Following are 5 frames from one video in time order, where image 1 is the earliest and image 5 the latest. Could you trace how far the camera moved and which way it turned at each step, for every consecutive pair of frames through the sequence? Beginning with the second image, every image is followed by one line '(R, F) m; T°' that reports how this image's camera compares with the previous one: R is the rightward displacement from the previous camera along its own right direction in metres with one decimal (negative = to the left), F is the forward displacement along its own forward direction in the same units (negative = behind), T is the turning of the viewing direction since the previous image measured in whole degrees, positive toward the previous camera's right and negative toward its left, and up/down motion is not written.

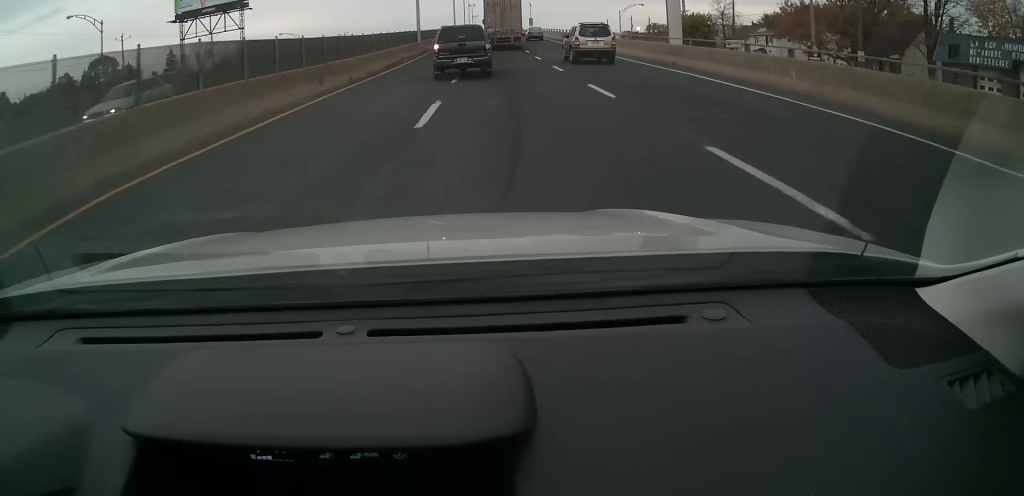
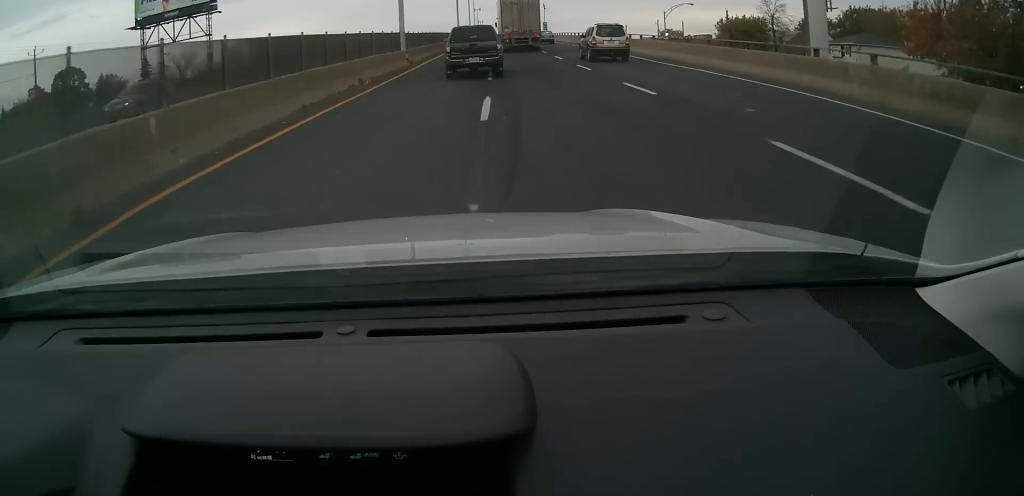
(+0.3, +16.5) m; -1°
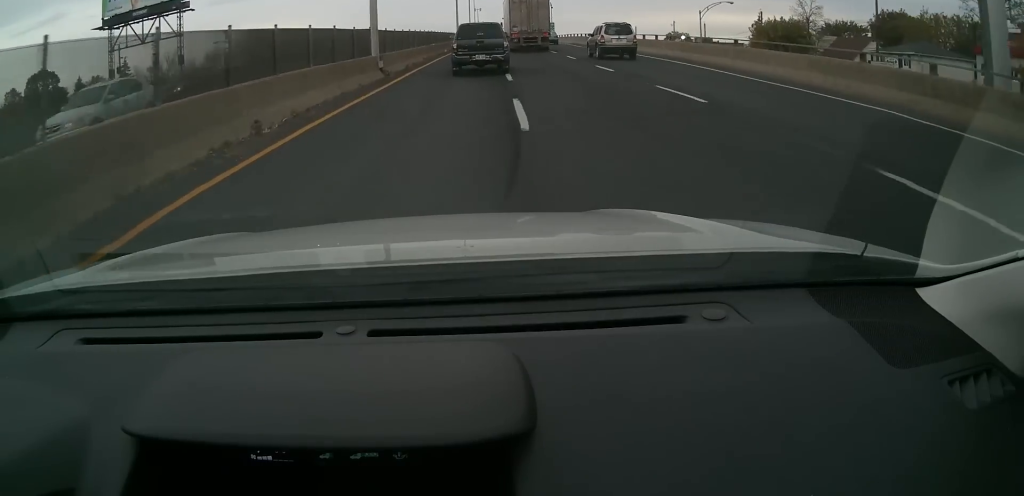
(-0.4, +10.1) m; 0°
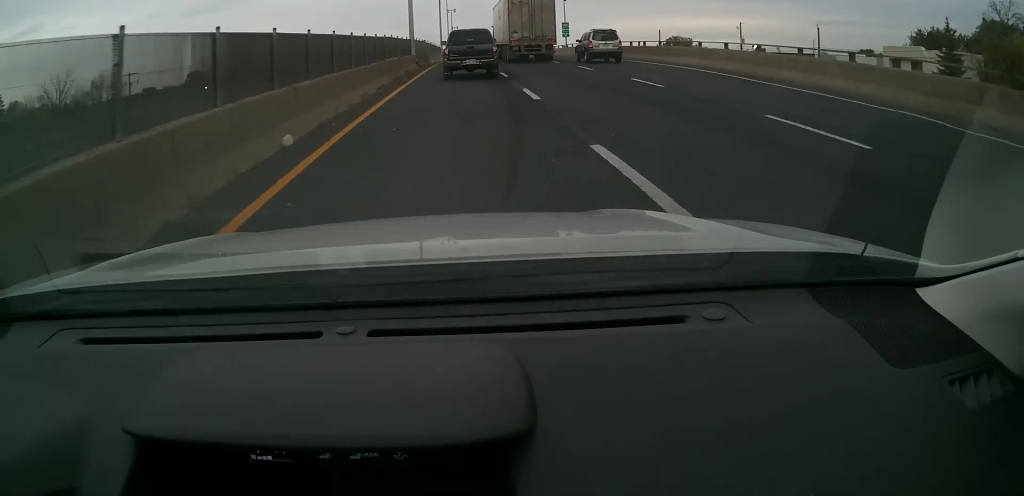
(-0.3, +41.2) m; 0°
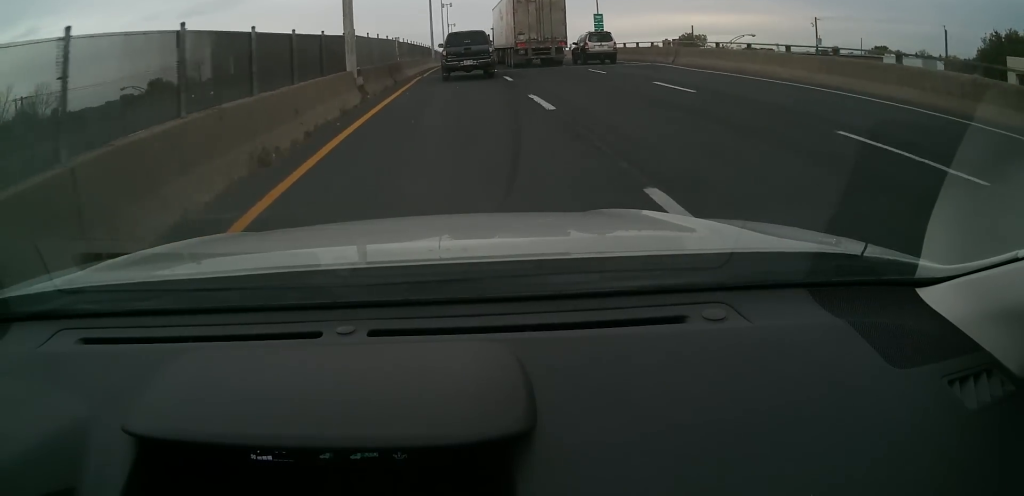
(+0.3, +20.6) m; +1°
